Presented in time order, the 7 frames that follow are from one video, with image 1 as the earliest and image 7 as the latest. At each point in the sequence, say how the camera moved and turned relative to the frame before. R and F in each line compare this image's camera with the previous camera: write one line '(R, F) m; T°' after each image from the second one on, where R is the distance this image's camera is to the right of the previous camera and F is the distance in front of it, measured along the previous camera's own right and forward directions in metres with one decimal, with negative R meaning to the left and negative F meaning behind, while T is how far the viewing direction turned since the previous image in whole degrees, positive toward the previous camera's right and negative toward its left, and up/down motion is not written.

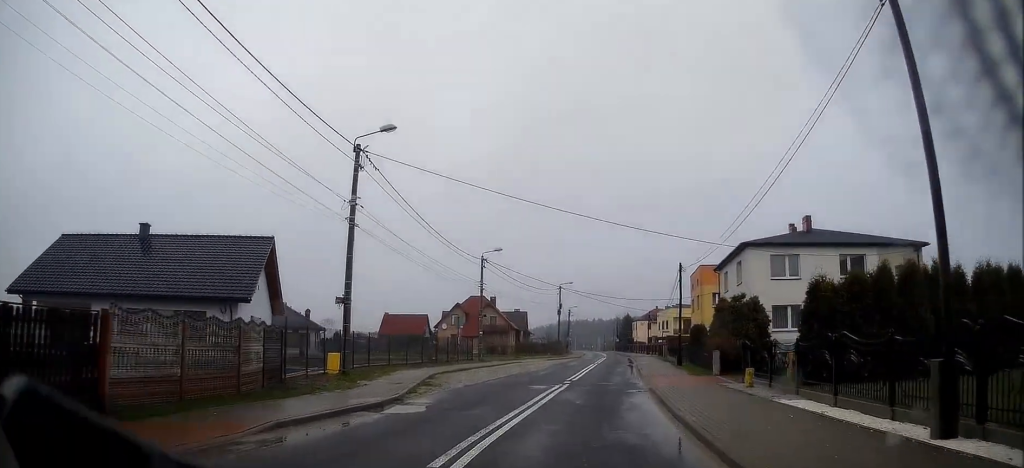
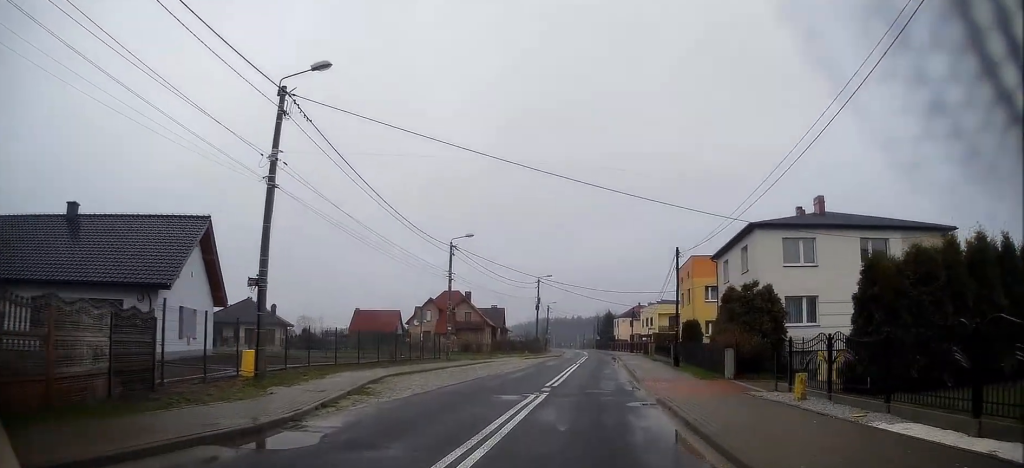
(0.0, +5.1) m; +2°
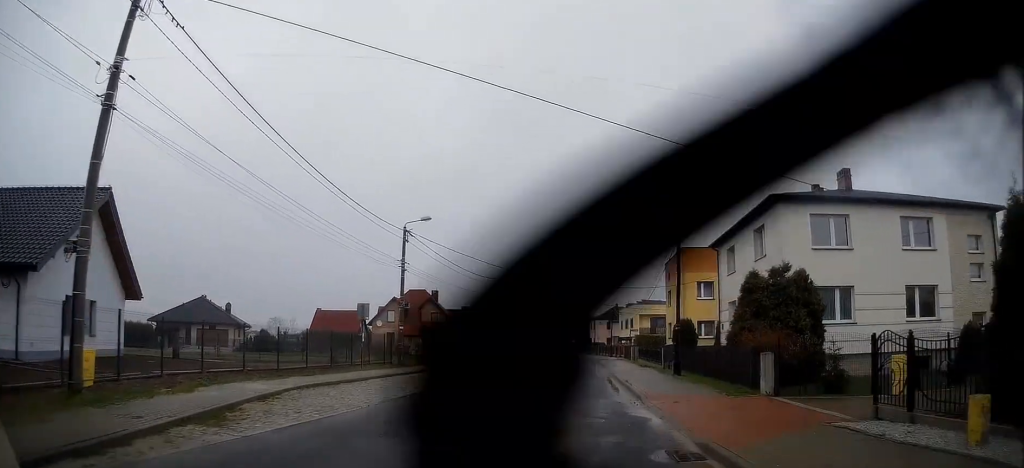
(+0.2, +6.5) m; +2°
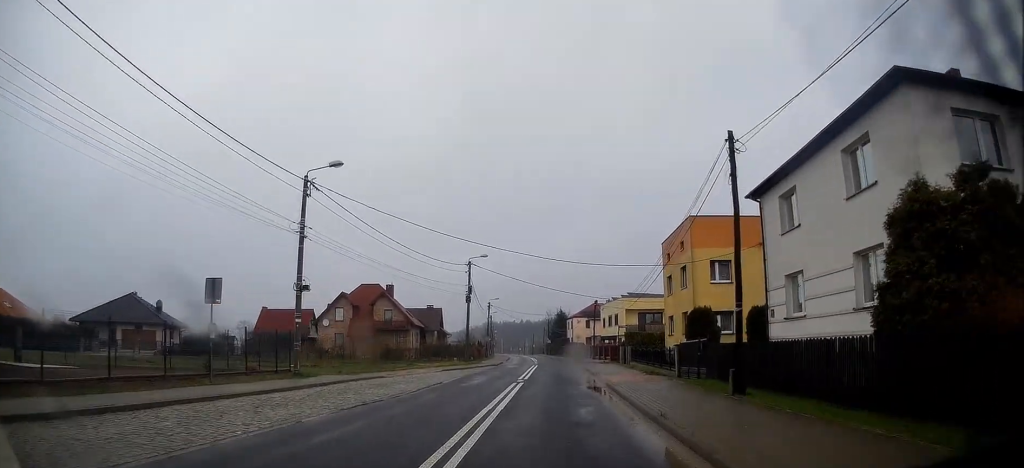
(+0.3, +11.7) m; +2°
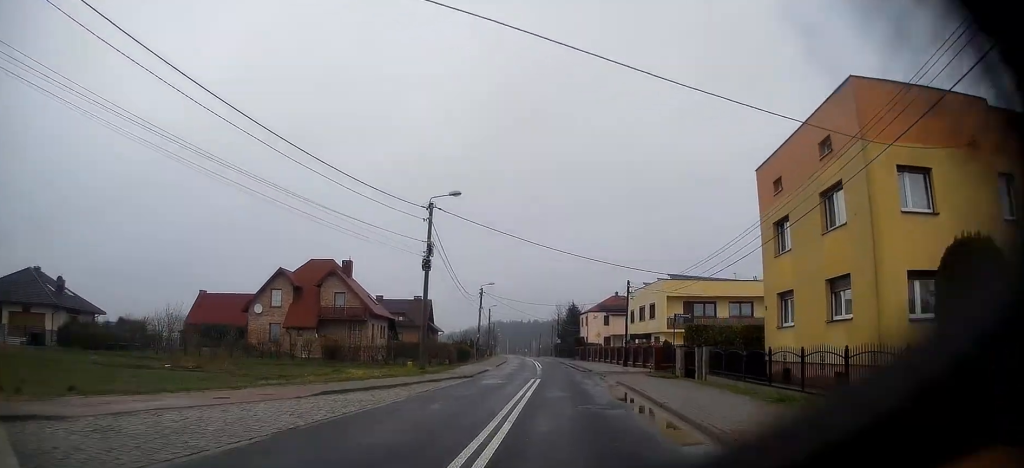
(+0.3, +20.5) m; +2°
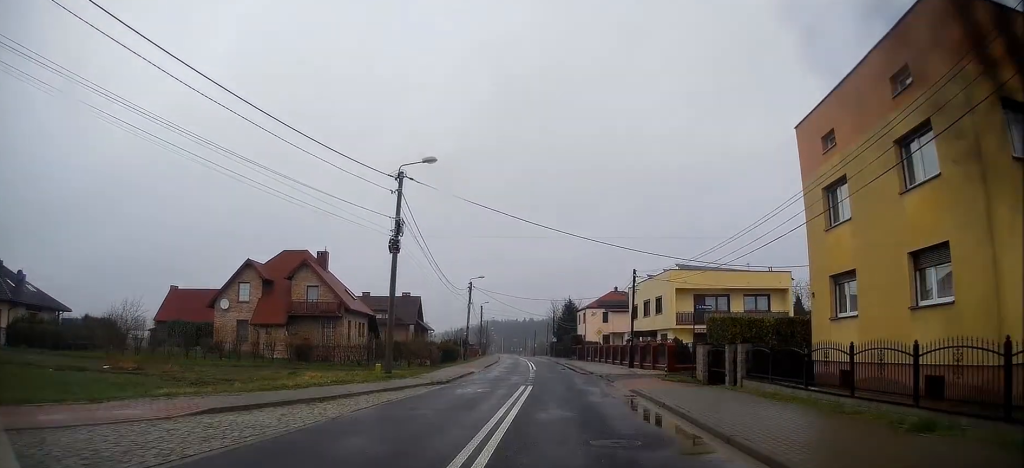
(0.0, +5.3) m; 0°
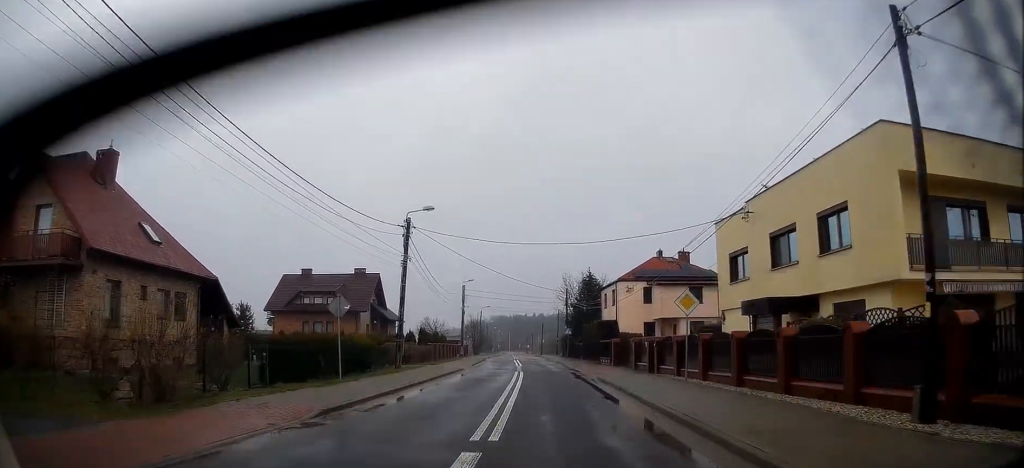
(-0.4, +30.0) m; -2°
